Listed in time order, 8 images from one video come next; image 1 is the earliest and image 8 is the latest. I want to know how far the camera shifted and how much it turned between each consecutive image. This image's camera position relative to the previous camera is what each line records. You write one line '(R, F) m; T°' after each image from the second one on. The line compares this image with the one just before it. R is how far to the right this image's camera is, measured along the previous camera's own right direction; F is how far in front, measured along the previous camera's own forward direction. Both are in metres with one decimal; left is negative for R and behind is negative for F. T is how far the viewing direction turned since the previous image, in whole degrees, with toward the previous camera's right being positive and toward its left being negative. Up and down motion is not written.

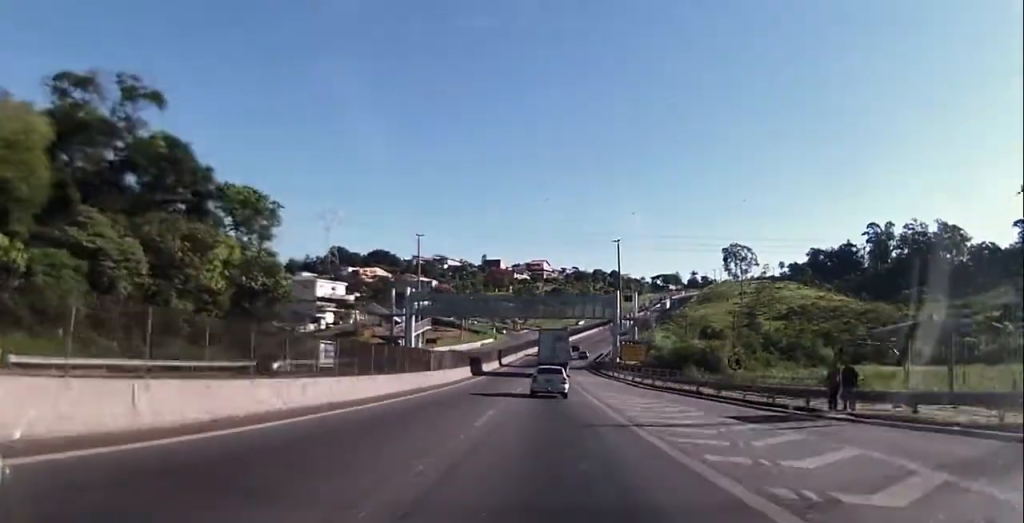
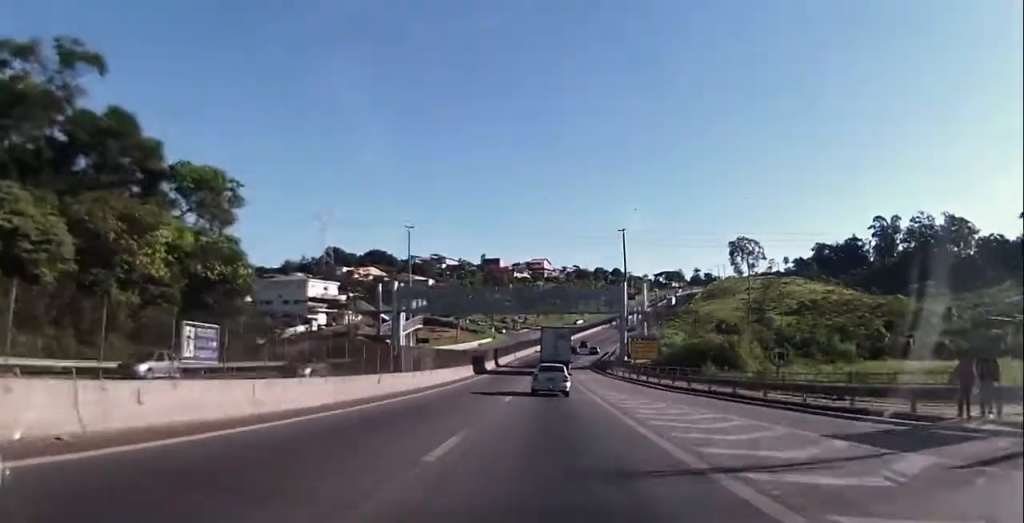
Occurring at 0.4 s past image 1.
(0.0, +7.8) m; 0°
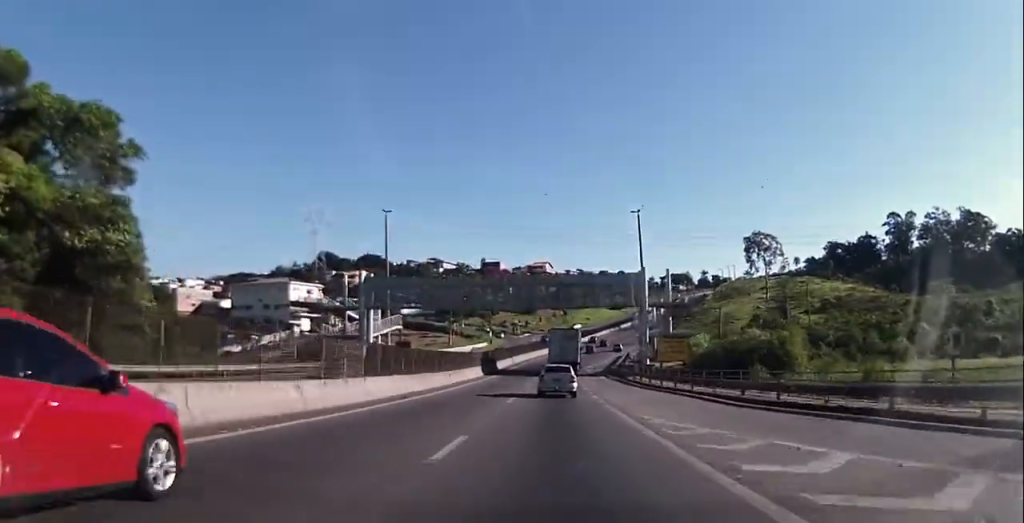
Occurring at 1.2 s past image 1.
(0.0, +15.8) m; -1°
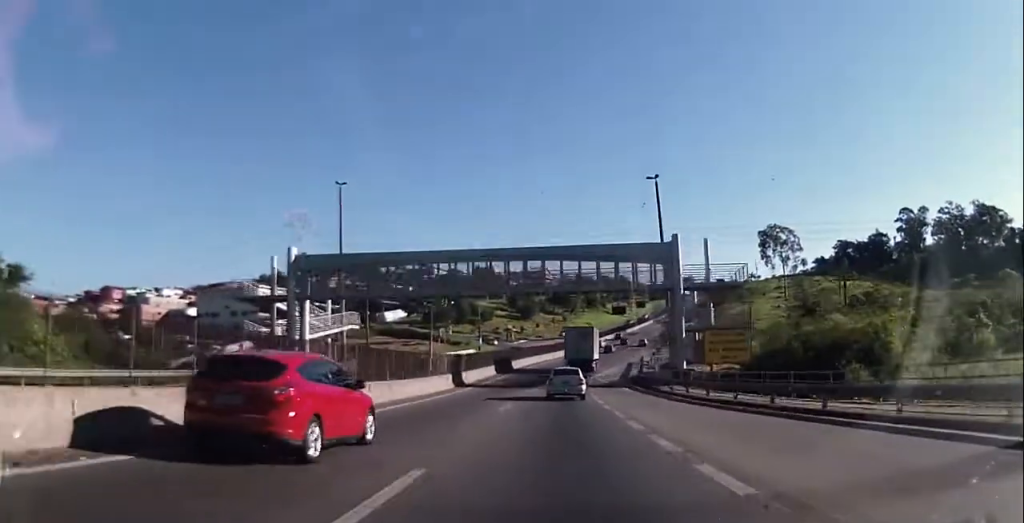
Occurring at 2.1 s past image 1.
(-0.2, +18.6) m; 0°
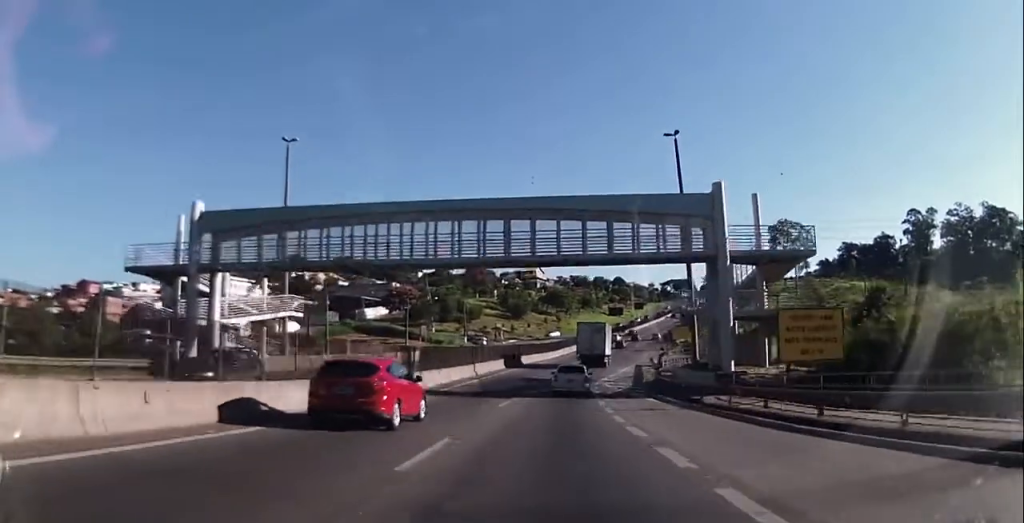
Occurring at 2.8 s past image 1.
(+0.1, +14.0) m; +1°
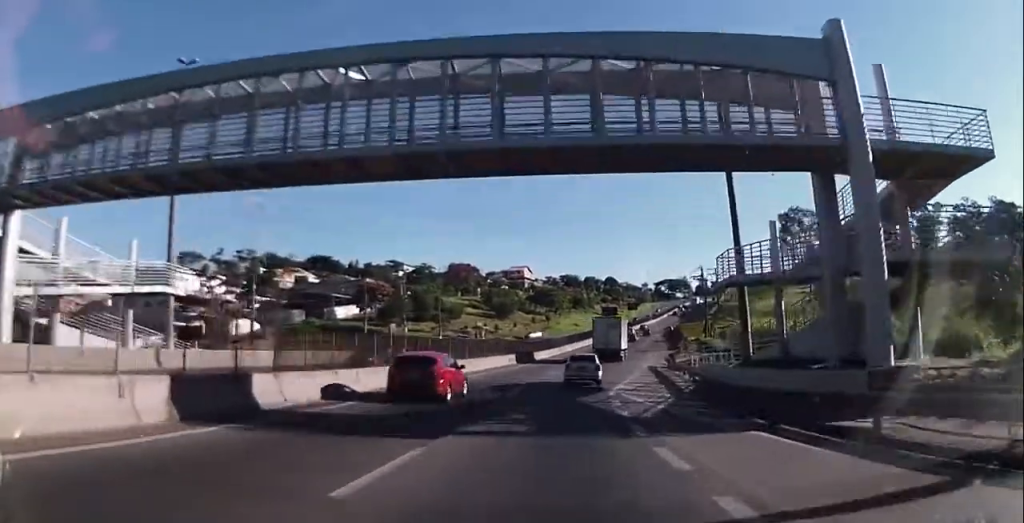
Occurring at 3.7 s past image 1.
(+0.2, +16.7) m; +1°
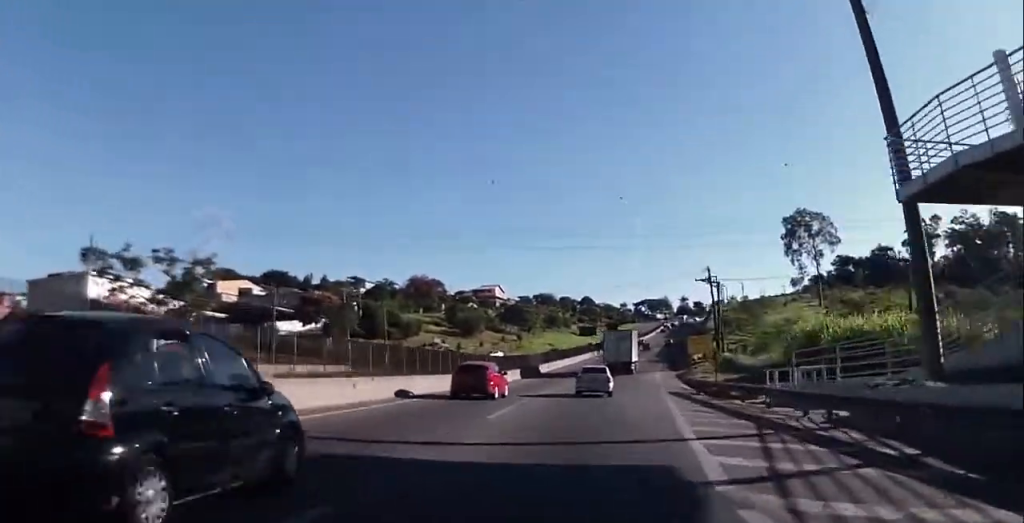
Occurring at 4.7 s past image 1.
(+0.2, +20.4) m; +1°
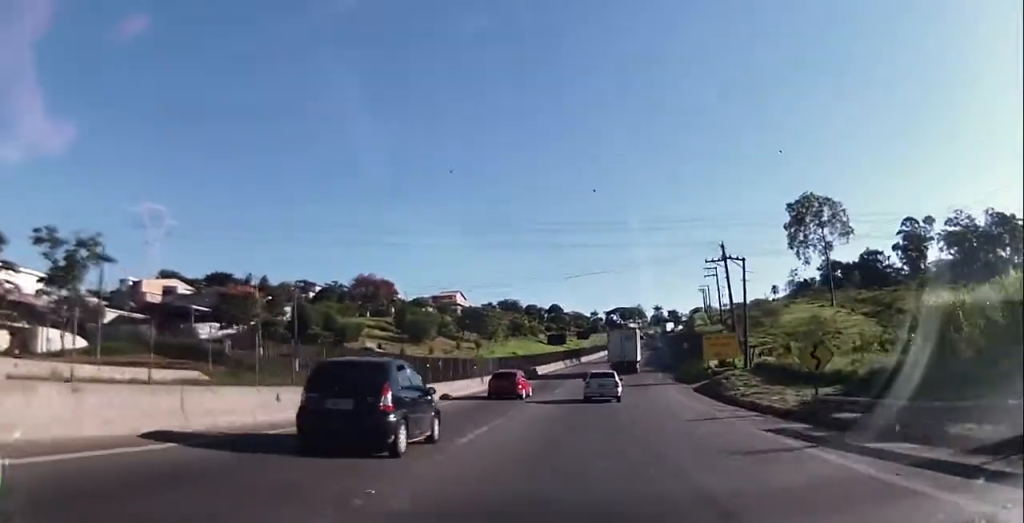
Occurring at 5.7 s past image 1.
(+0.1, +21.4) m; +2°
